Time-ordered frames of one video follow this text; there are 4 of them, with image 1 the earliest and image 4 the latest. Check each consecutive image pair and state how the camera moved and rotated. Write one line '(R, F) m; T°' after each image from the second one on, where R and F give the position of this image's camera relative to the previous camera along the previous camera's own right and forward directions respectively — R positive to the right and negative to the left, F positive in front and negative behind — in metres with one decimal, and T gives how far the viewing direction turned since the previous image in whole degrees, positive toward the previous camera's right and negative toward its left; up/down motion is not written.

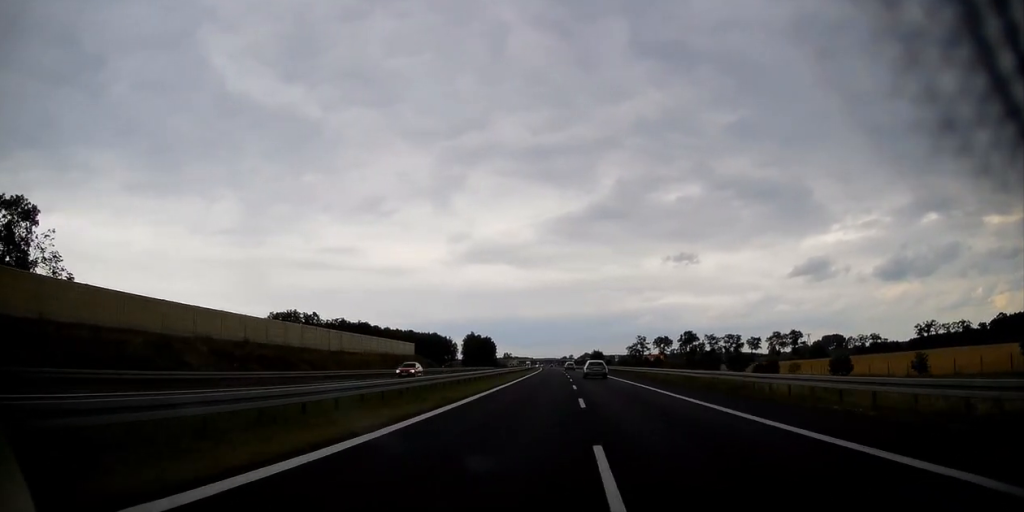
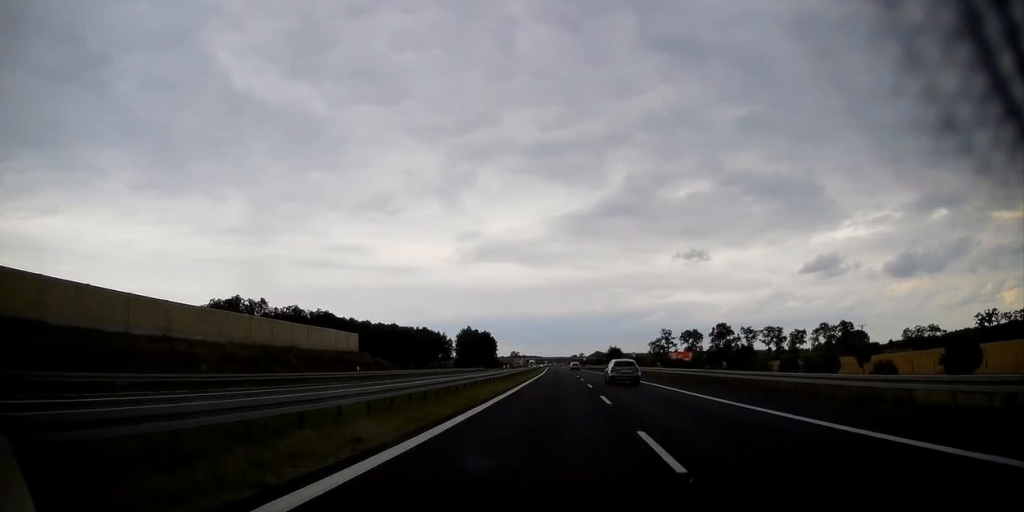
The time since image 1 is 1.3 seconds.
(-0.4, +46.2) m; -1°
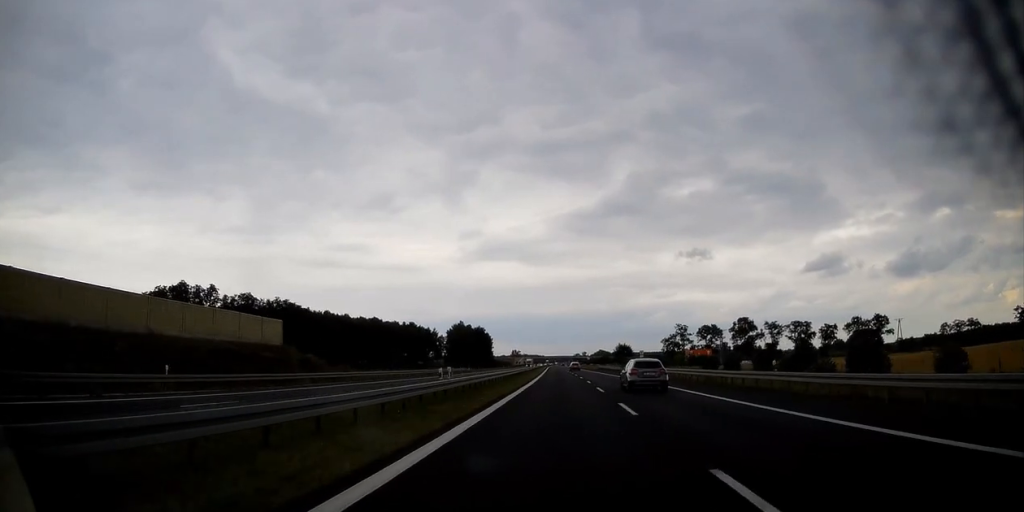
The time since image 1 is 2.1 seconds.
(-0.1, +28.3) m; 0°
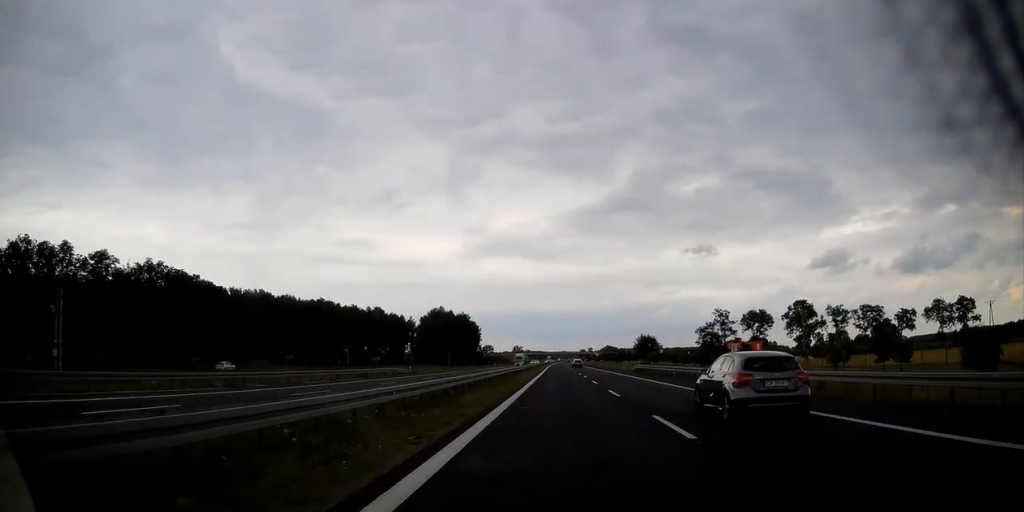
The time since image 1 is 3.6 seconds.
(0.0, +52.8) m; 0°
